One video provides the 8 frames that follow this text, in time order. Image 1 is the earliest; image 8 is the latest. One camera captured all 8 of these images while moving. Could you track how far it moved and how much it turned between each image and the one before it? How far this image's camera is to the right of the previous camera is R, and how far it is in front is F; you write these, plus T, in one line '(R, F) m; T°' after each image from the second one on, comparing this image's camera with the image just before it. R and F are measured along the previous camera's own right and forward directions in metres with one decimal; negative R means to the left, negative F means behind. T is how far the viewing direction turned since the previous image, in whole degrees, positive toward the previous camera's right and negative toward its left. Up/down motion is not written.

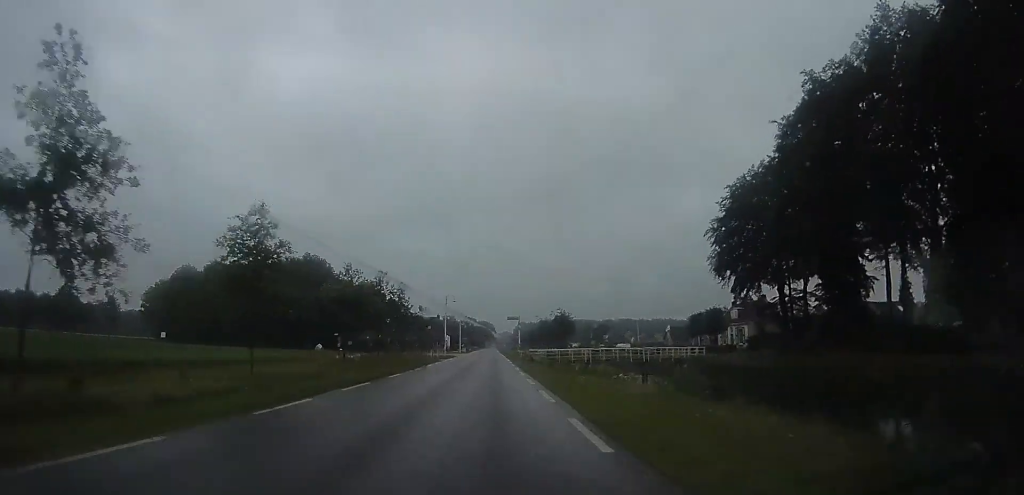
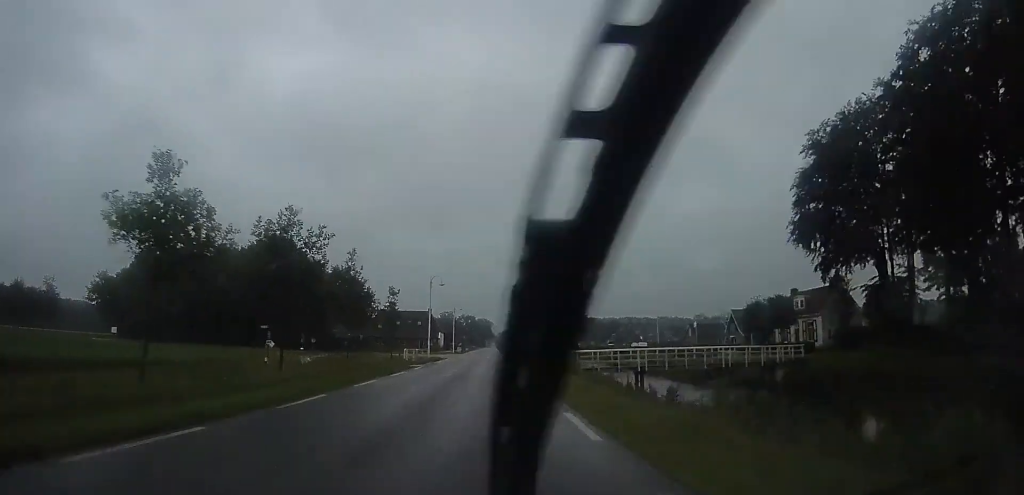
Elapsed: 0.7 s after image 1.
(+0.8, +17.2) m; 0°
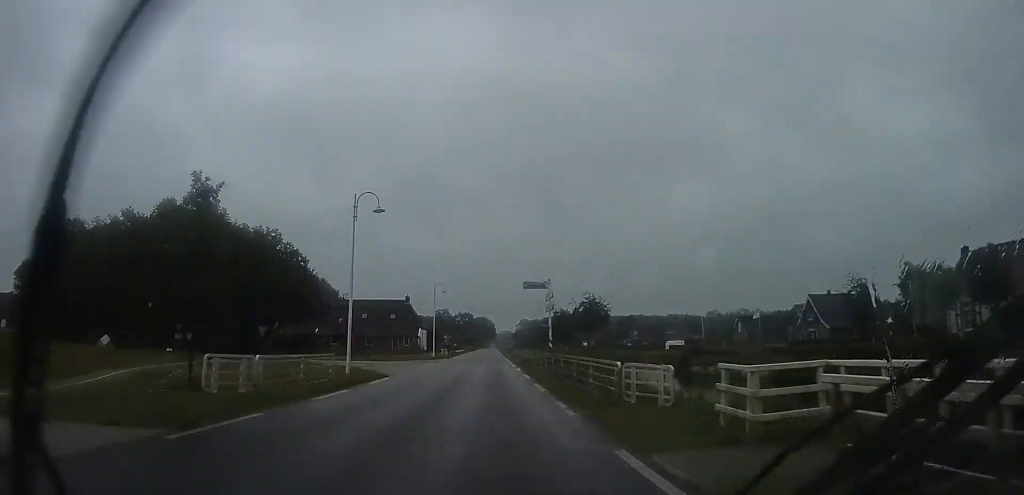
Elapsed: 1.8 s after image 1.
(-0.5, +28.3) m; -2°
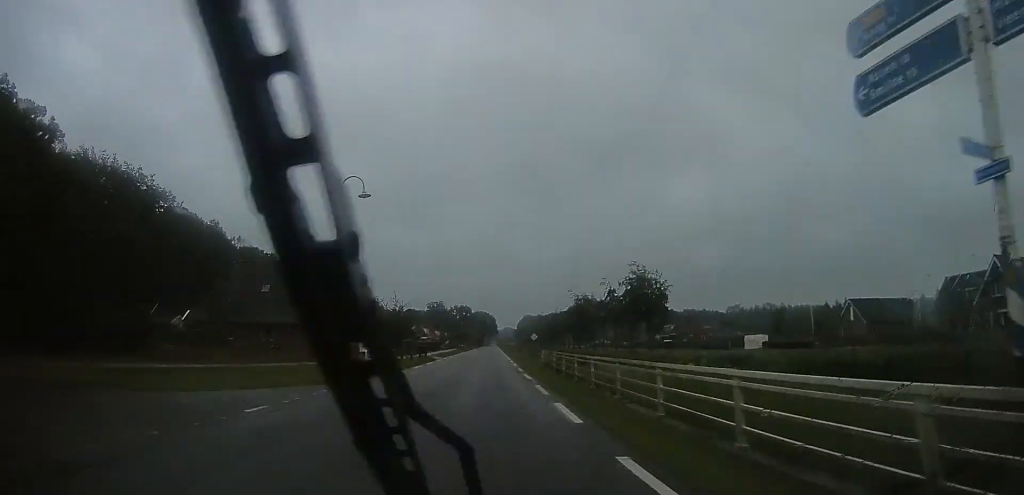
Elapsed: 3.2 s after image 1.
(-0.5, +36.6) m; -1°
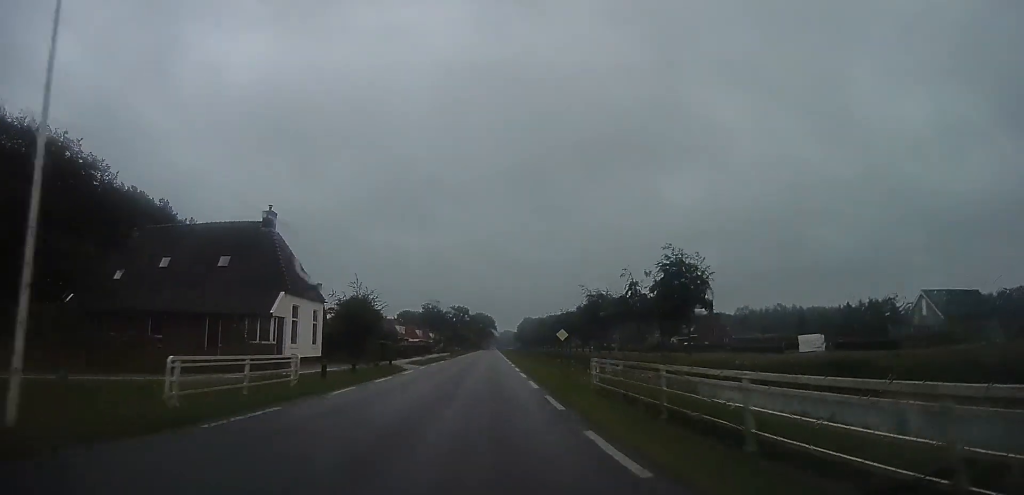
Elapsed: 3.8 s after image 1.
(0.0, +15.2) m; 0°
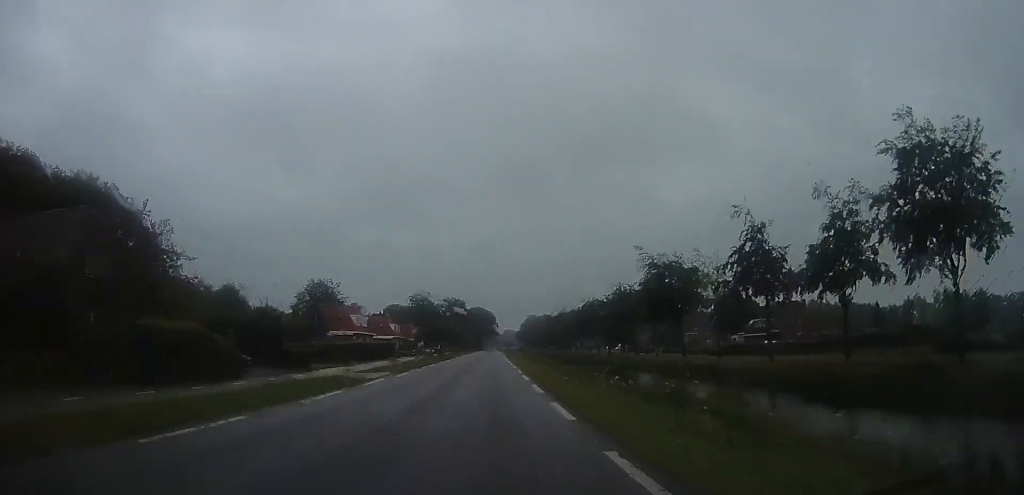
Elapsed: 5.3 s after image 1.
(+0.3, +37.7) m; 0°
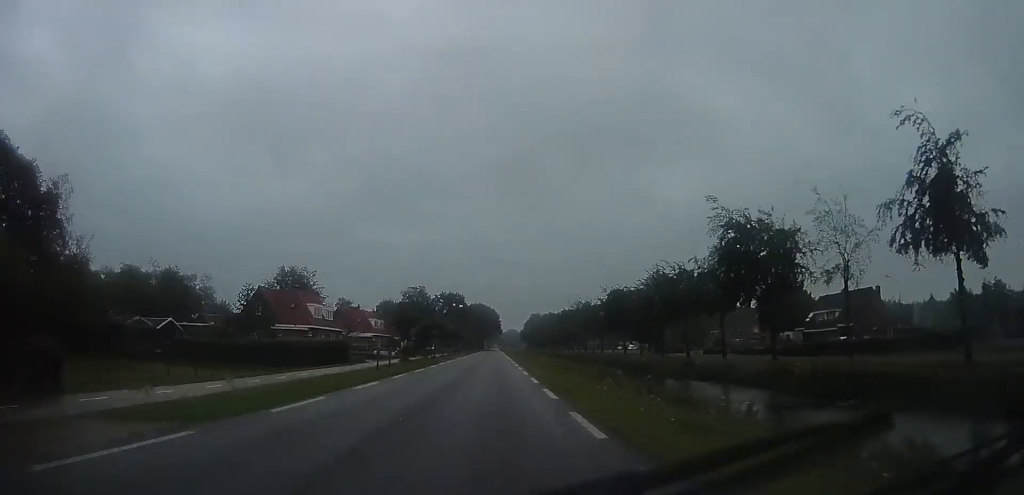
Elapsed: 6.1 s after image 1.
(0.0, +20.0) m; 0°
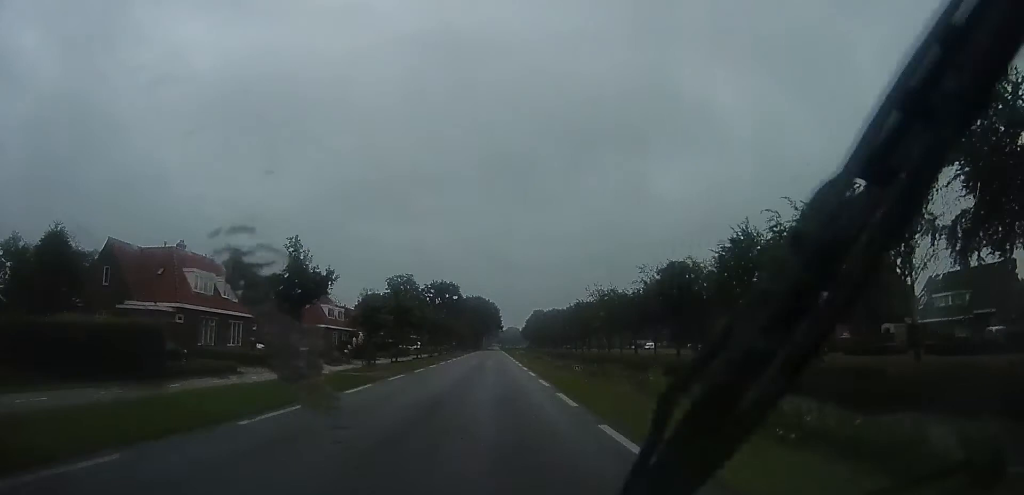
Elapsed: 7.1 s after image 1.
(-0.2, +26.0) m; 0°
